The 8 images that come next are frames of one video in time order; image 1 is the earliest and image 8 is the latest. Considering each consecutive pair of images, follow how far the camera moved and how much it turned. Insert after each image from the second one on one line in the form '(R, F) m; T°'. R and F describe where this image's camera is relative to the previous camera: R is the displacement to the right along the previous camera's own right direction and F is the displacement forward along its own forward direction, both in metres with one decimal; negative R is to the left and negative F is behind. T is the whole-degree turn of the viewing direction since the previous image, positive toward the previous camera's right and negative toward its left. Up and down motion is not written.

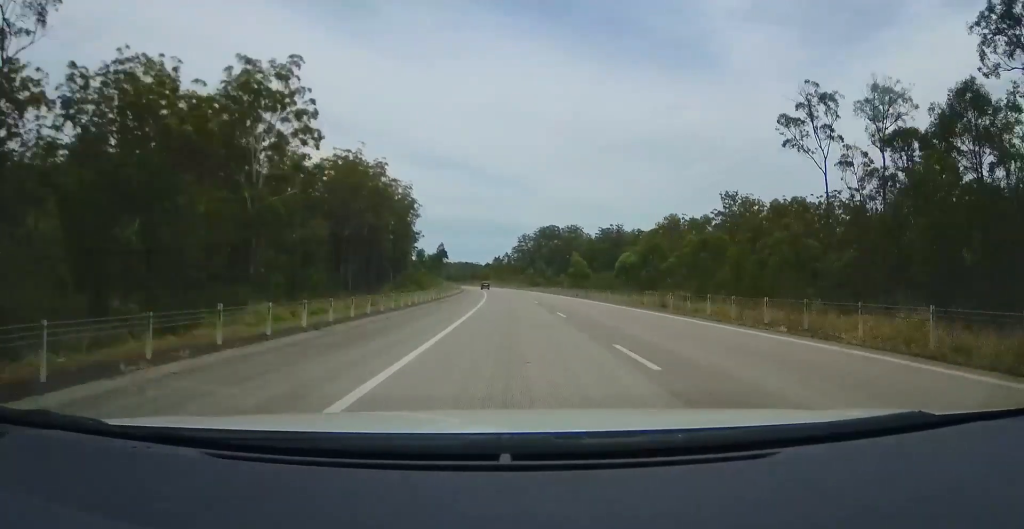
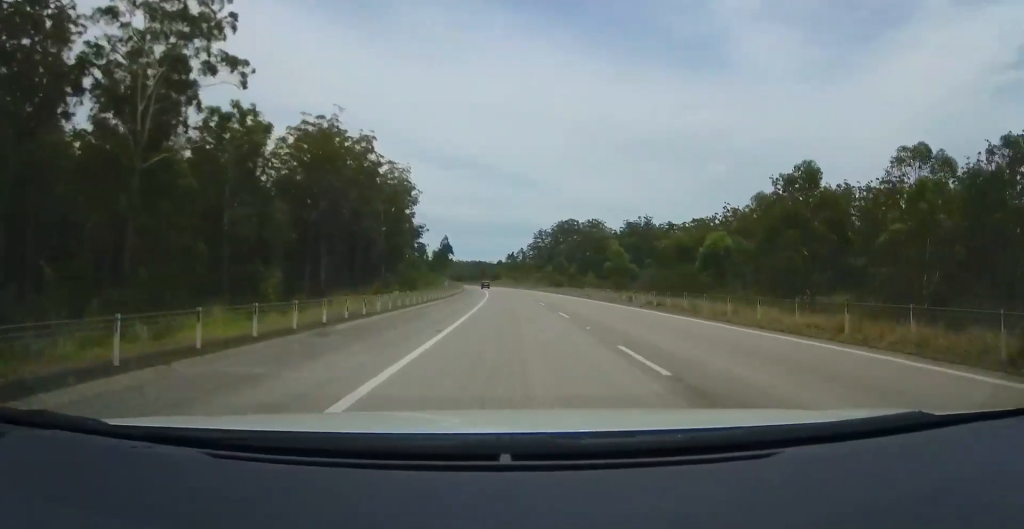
(-0.6, +28.9) m; -2°
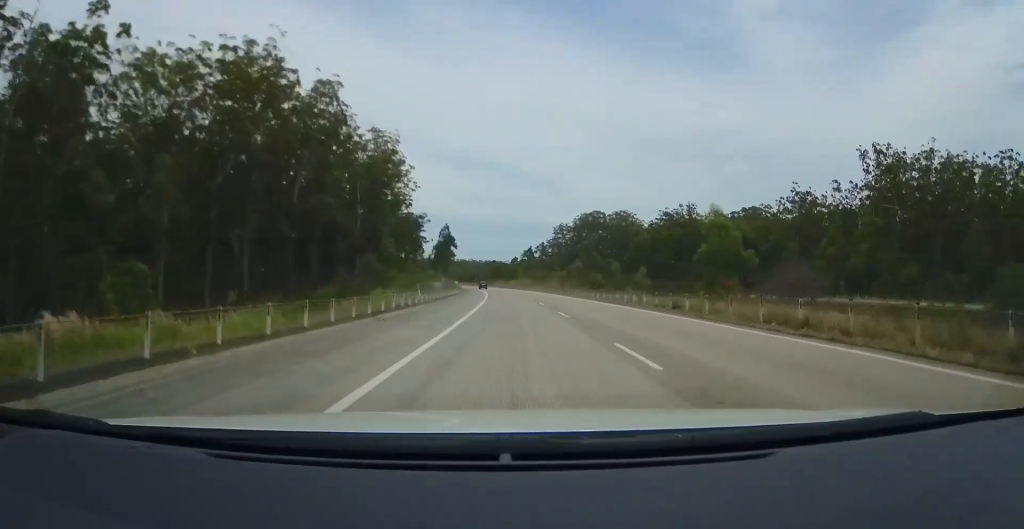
(-0.5, +36.2) m; -2°
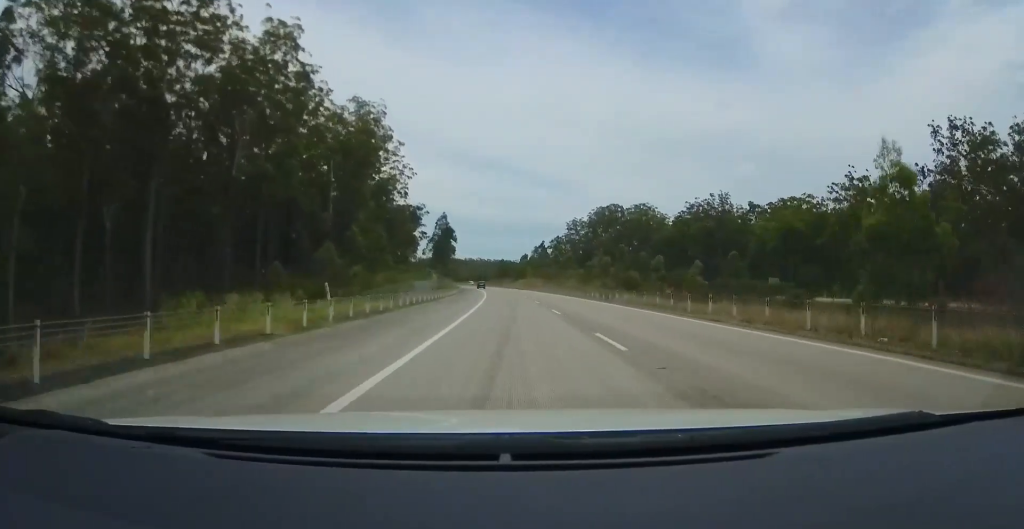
(-0.3, +21.7) m; -1°
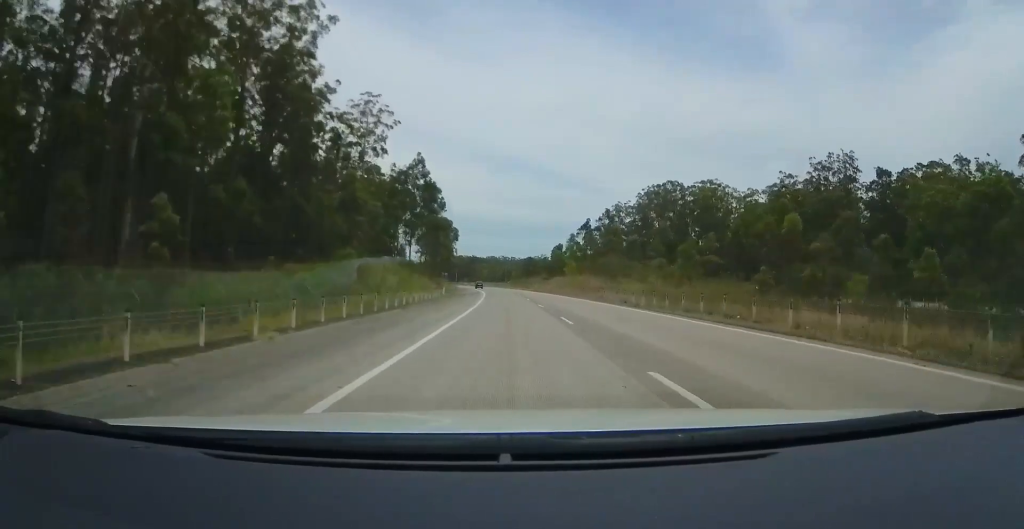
(-0.6, +54.3) m; -1°
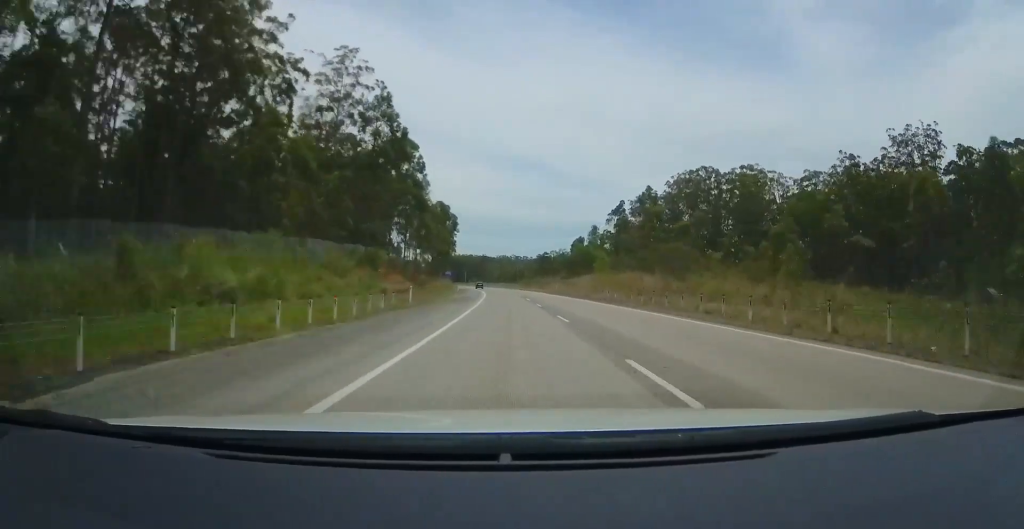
(+0.1, +22.8) m; -2°
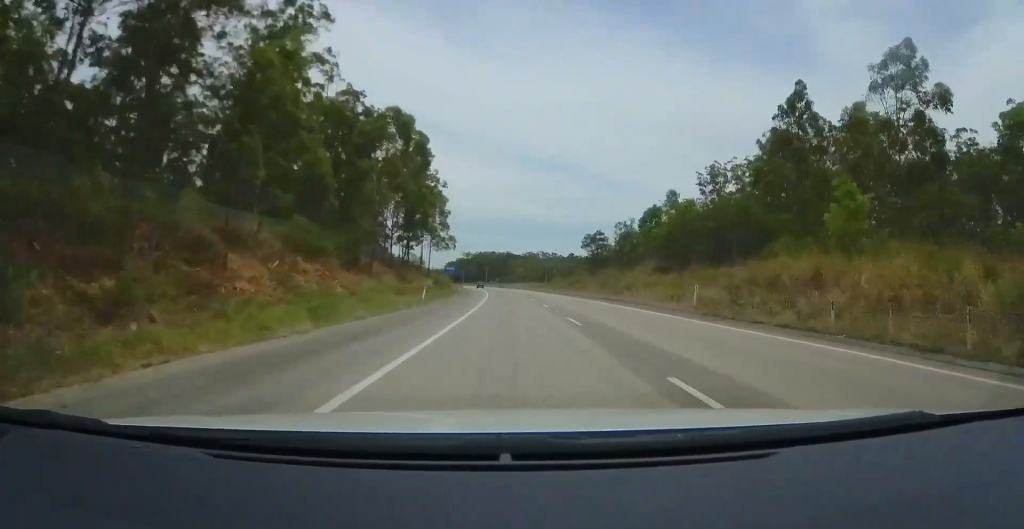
(-2.2, +50.1) m; -4°
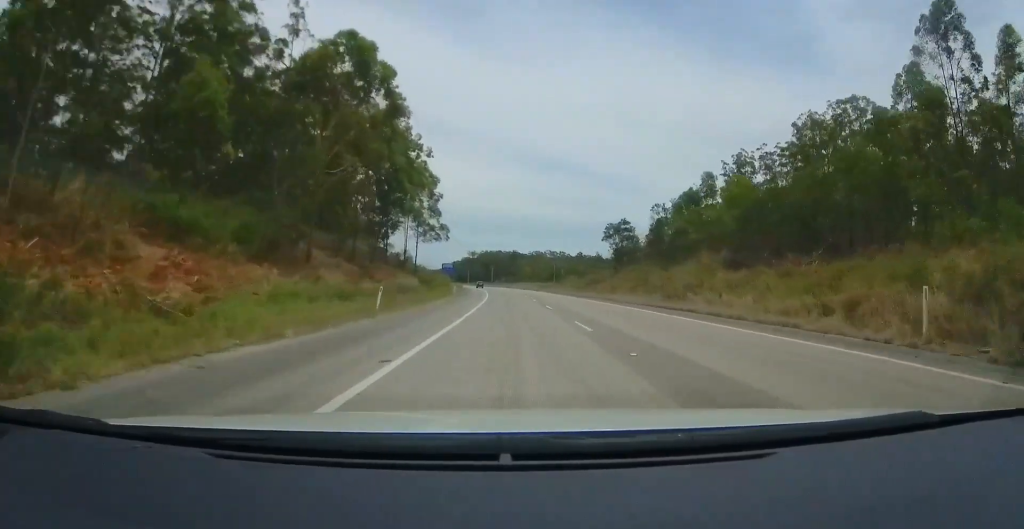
(+0.1, +14.2) m; -1°
